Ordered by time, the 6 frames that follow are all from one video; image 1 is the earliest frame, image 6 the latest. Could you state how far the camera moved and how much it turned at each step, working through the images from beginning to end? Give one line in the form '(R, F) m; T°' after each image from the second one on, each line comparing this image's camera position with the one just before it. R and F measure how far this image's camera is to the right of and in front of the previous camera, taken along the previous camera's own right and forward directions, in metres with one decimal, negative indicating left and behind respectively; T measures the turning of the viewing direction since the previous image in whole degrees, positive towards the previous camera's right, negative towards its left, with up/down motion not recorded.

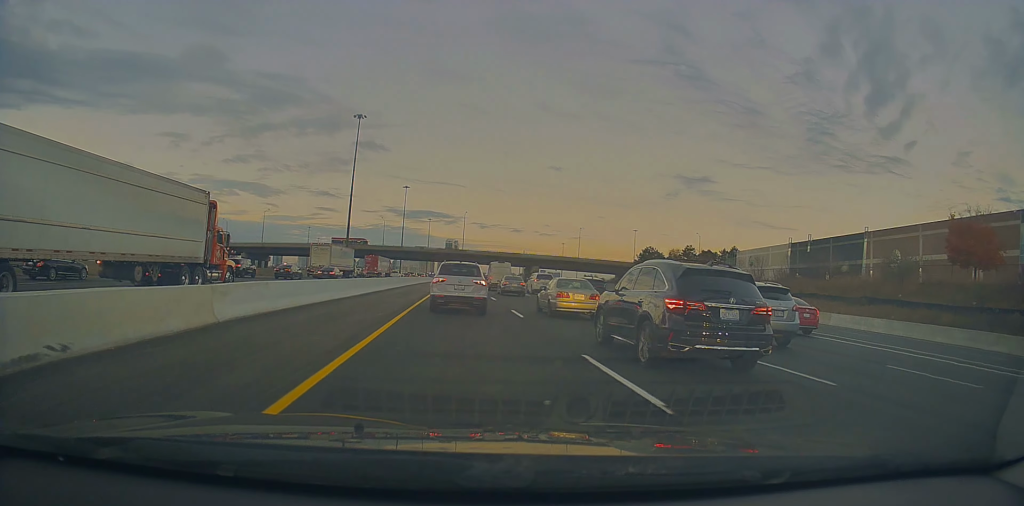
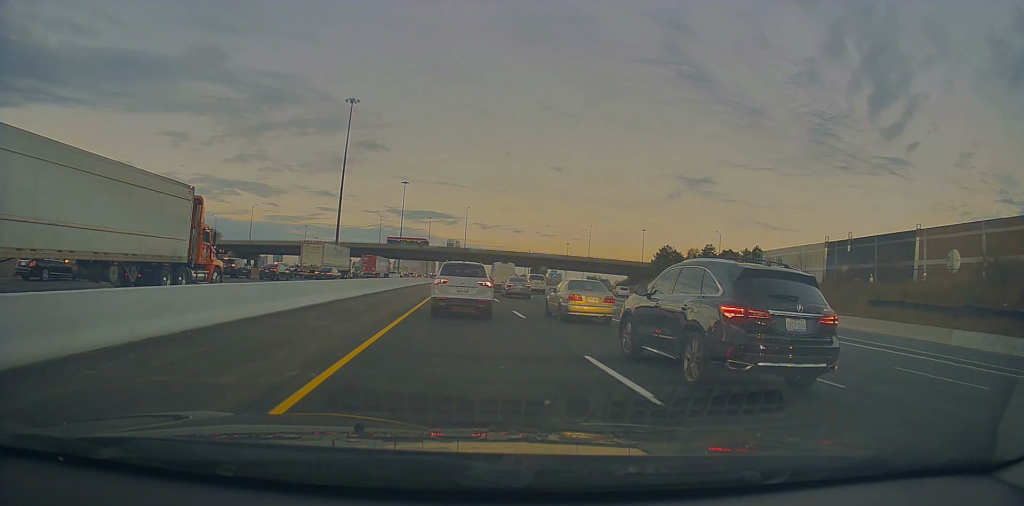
(0.0, +12.3) m; -1°
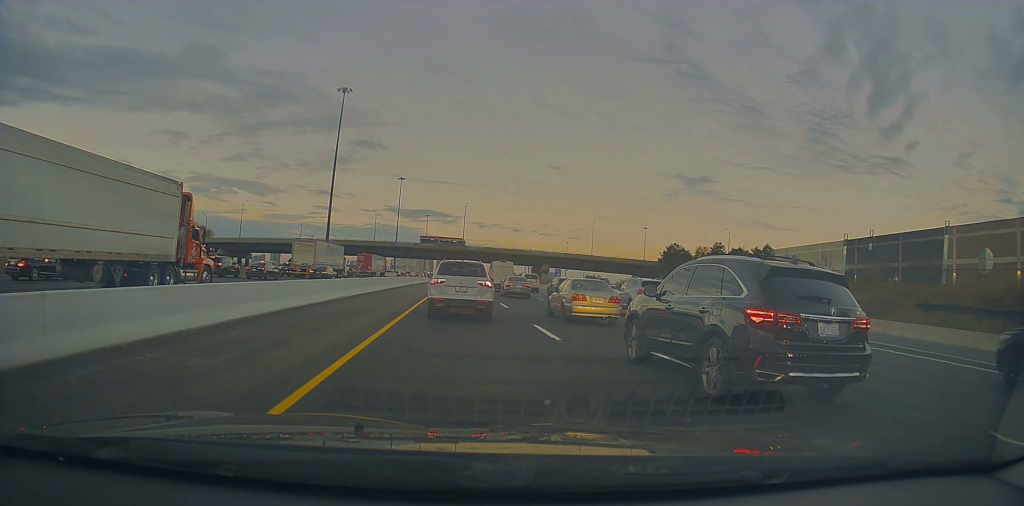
(-0.2, +6.6) m; -2°
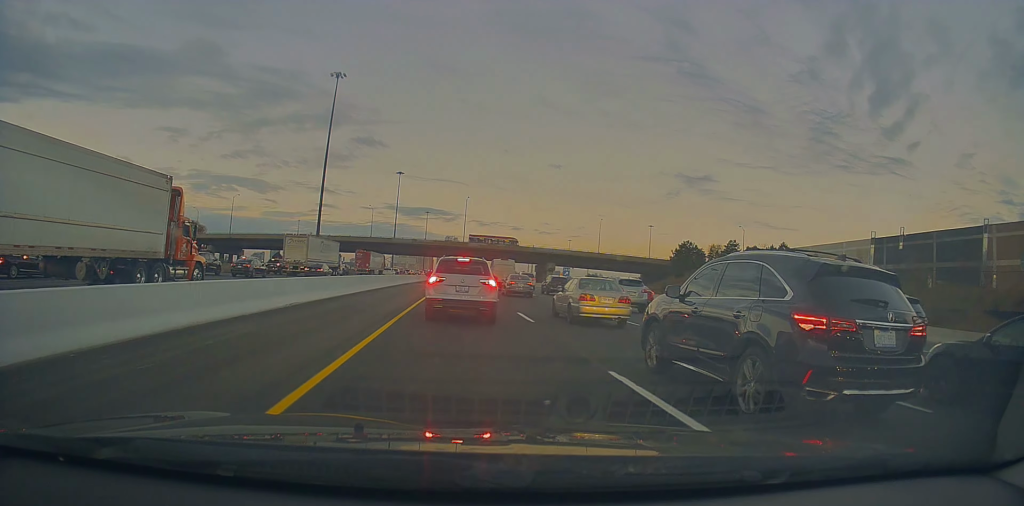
(-0.2, +7.6) m; 0°
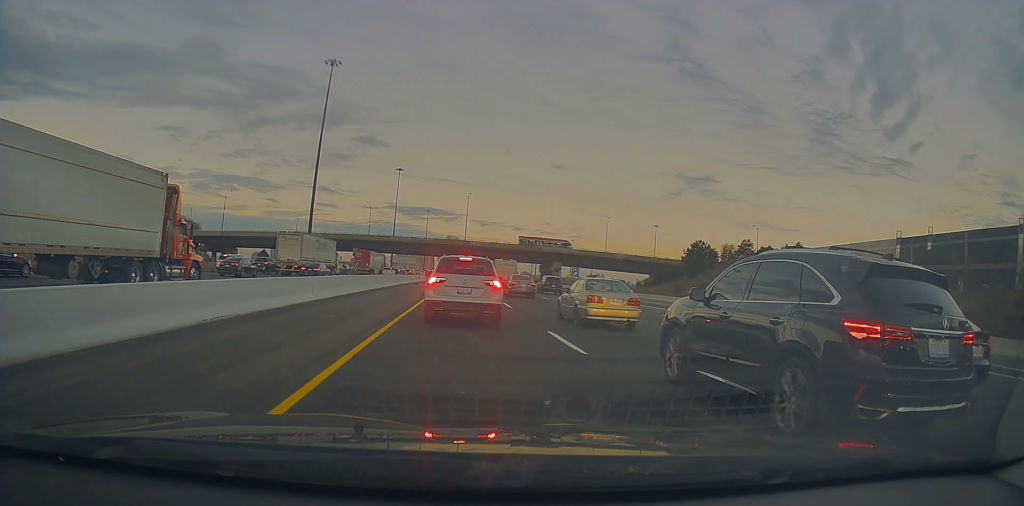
(+0.1, +6.4) m; +2°
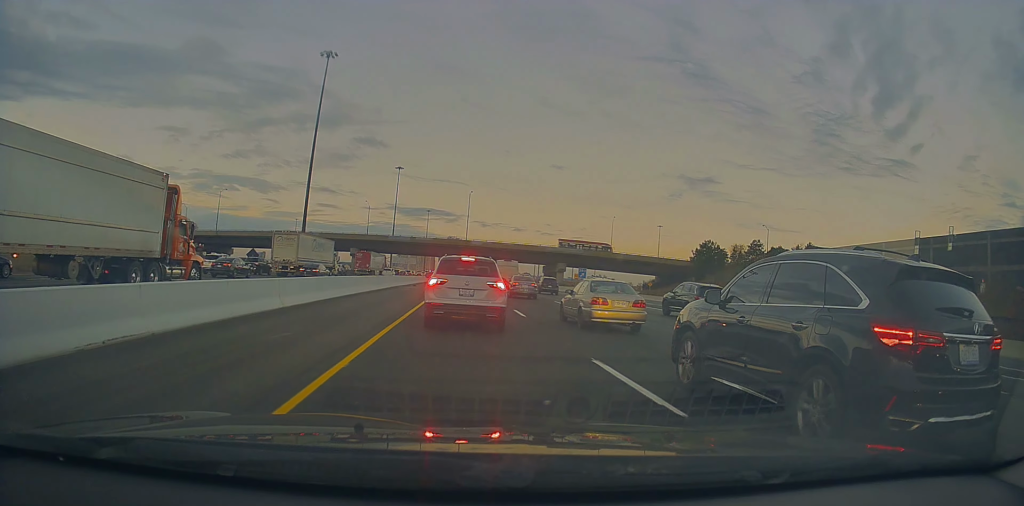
(+0.1, +4.4) m; +2°
